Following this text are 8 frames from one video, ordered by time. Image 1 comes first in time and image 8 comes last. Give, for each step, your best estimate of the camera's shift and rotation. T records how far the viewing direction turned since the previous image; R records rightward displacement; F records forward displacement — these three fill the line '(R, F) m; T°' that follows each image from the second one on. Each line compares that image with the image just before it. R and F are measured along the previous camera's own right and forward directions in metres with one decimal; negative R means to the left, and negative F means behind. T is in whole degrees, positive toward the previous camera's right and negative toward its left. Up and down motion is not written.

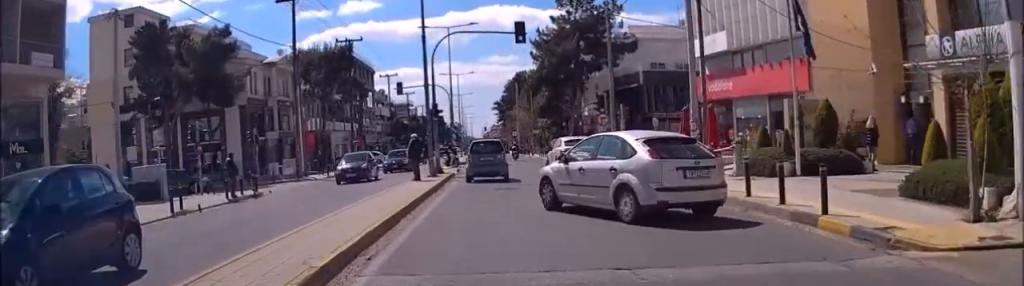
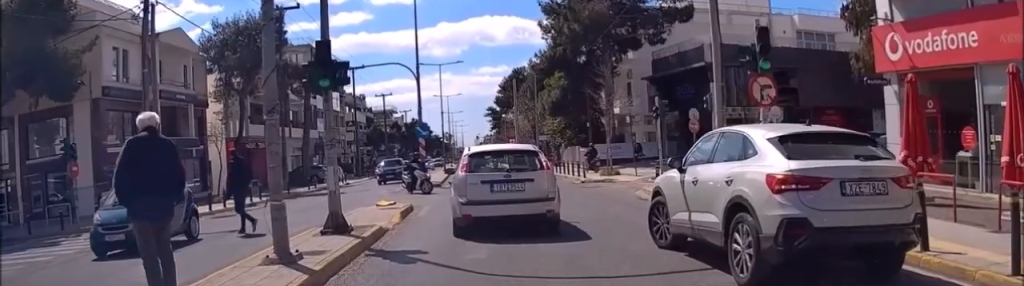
(+0.4, +19.3) m; +1°
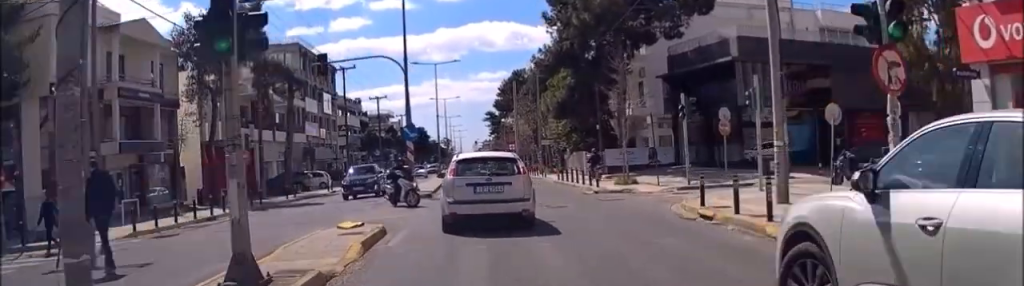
(-0.1, +4.4) m; 0°
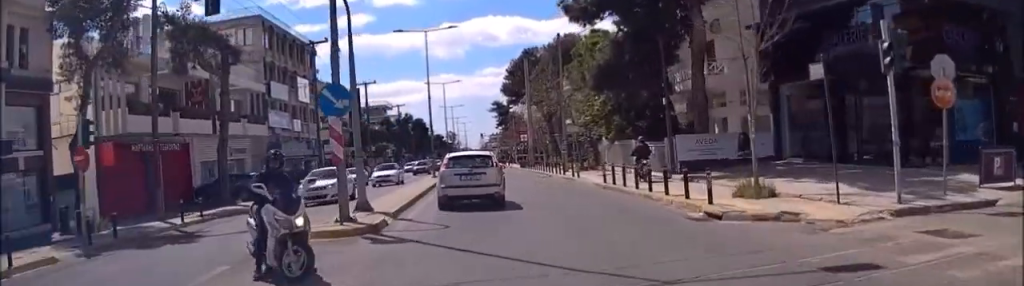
(+0.3, +14.1) m; +1°
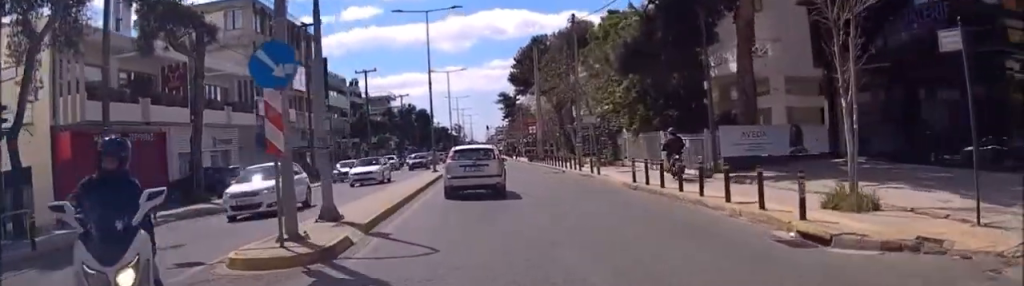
(0.0, +4.2) m; 0°
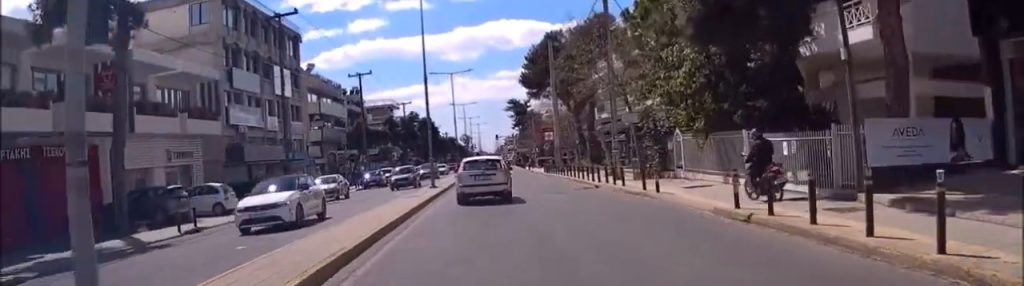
(+0.1, +8.7) m; -1°
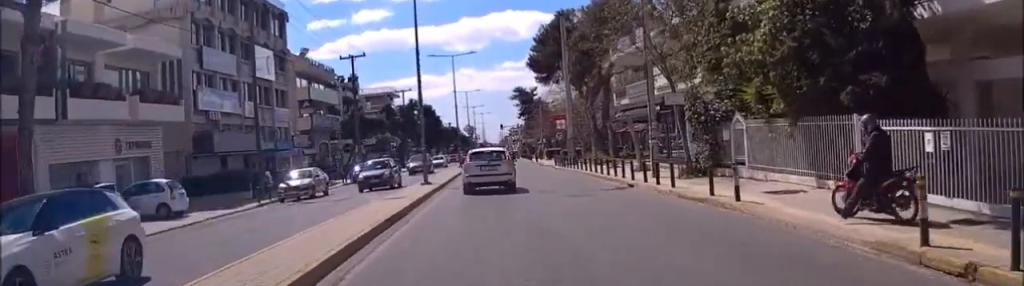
(-0.1, +6.5) m; -1°
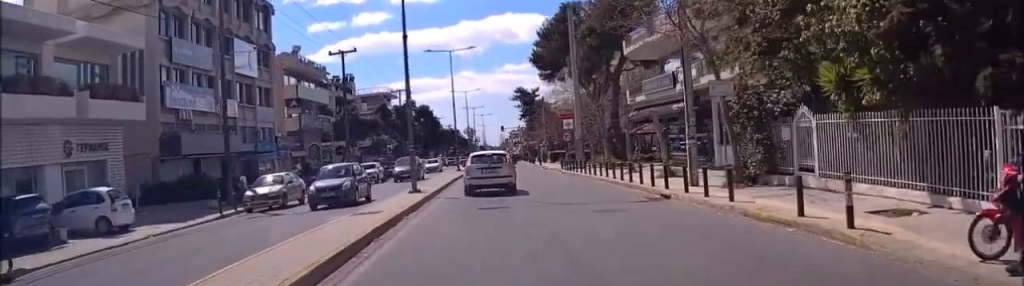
(0.0, +4.6) m; -1°
